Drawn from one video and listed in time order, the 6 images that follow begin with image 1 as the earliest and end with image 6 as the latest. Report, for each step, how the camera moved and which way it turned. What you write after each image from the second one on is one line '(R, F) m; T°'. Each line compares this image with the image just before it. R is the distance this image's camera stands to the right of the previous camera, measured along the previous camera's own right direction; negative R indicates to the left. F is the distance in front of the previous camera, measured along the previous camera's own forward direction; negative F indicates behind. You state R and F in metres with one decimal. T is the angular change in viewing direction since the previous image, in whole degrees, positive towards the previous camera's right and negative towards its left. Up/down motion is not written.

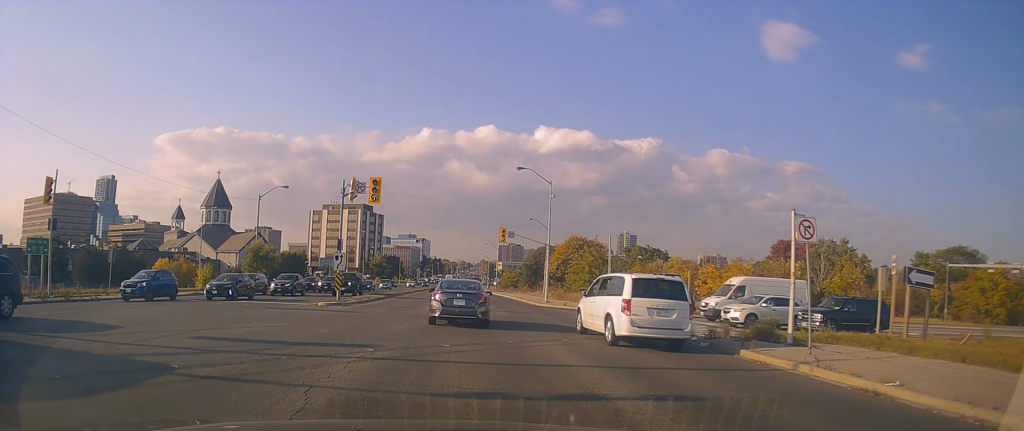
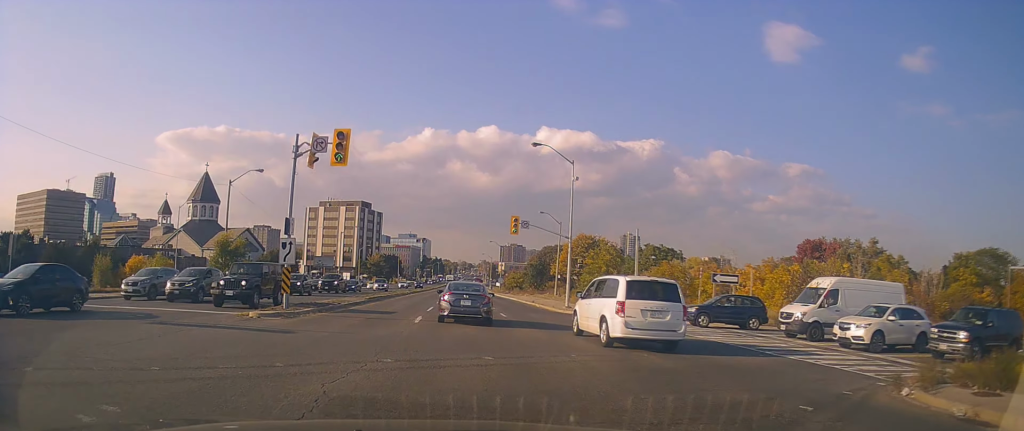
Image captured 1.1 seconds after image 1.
(+0.6, +8.9) m; +4°
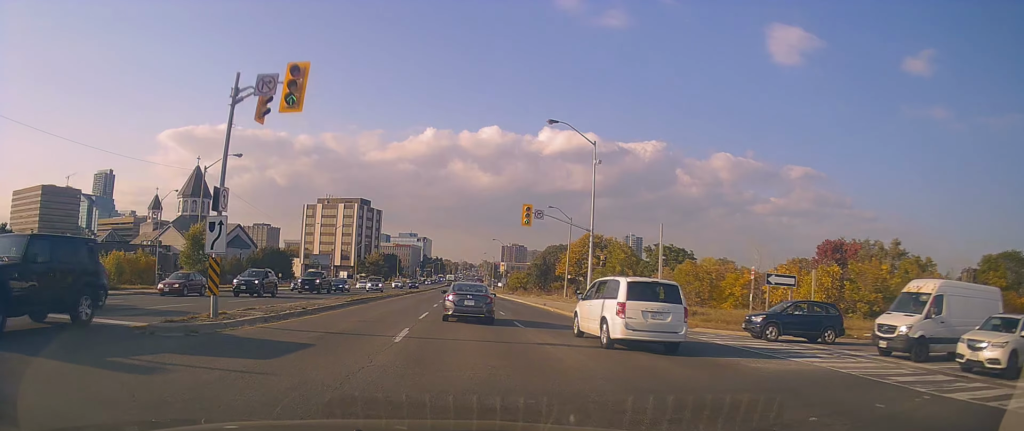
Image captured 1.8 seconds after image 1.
(0.0, +6.1) m; -1°
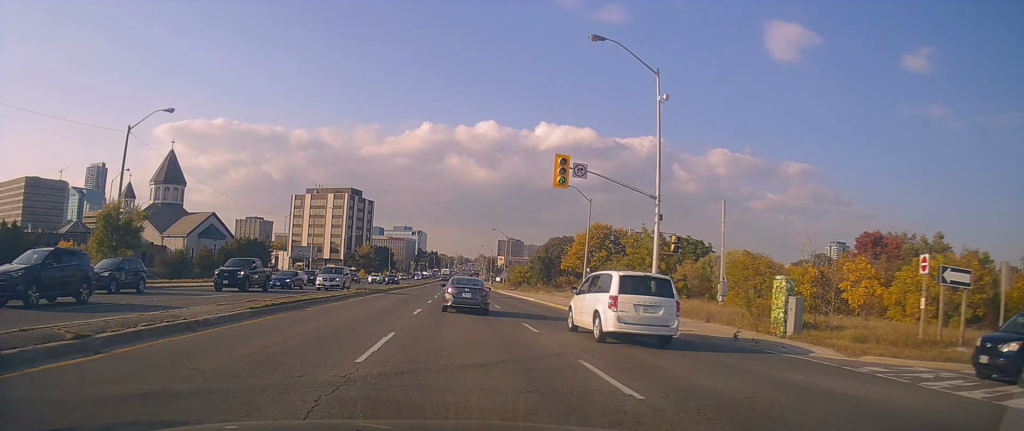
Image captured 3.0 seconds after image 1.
(-0.4, +12.1) m; 0°
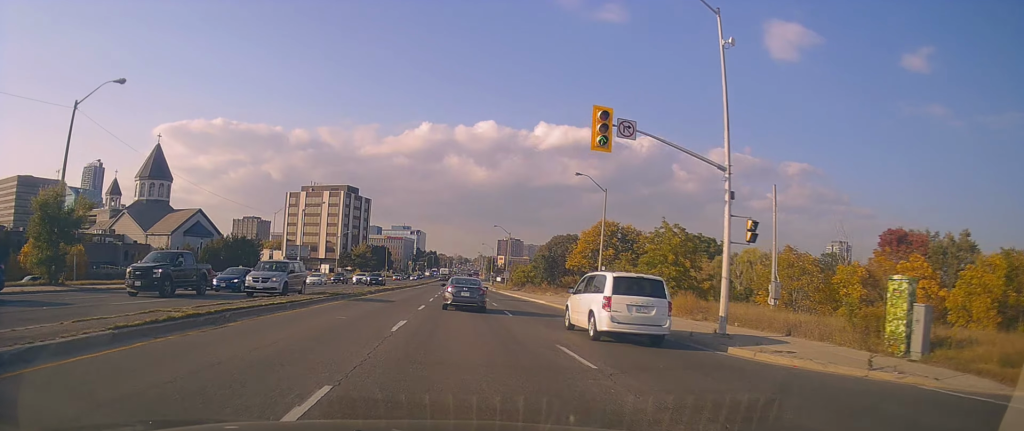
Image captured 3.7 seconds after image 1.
(+0.2, +6.5) m; +2°
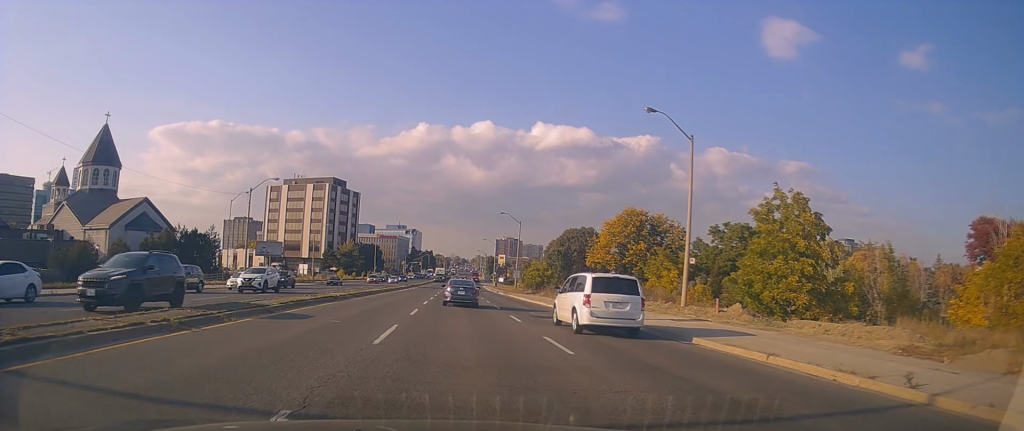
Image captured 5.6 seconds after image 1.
(+0.1, +20.6) m; -2°
